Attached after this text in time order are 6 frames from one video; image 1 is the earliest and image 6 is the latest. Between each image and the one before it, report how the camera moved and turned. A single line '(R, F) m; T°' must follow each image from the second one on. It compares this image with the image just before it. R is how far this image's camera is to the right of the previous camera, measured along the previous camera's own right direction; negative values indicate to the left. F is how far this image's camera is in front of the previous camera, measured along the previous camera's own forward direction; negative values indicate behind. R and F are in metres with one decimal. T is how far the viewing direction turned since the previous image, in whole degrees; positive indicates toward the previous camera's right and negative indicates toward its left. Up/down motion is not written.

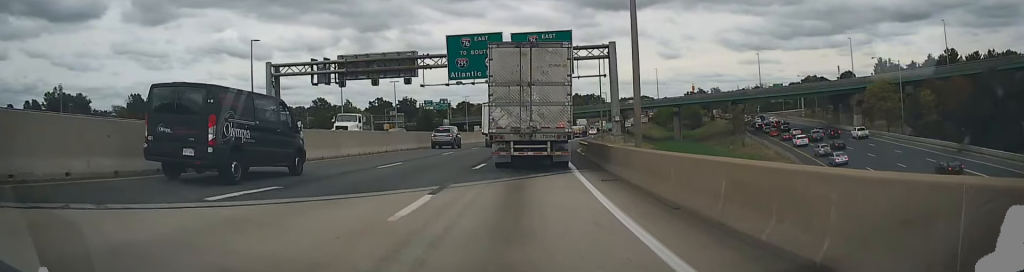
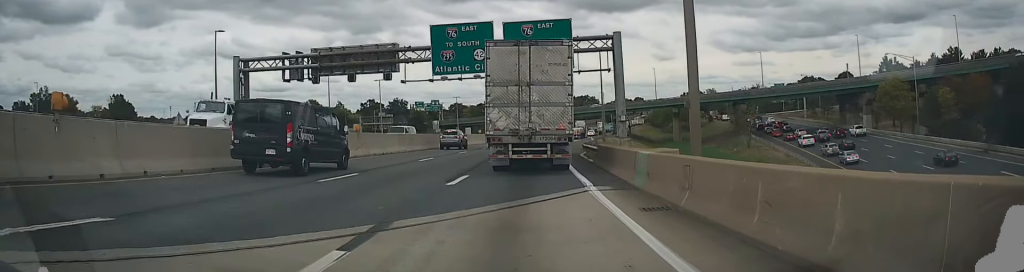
(+0.1, +5.9) m; +1°
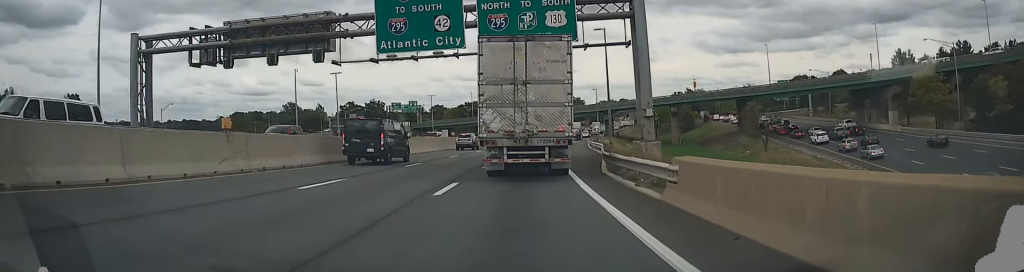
(+0.1, +14.1) m; +1°
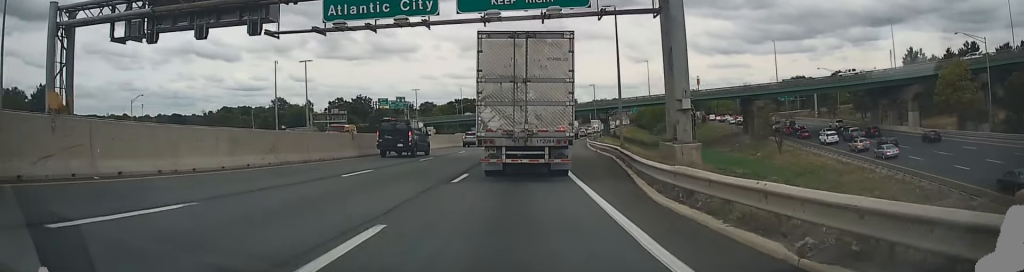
(0.0, +8.6) m; +1°
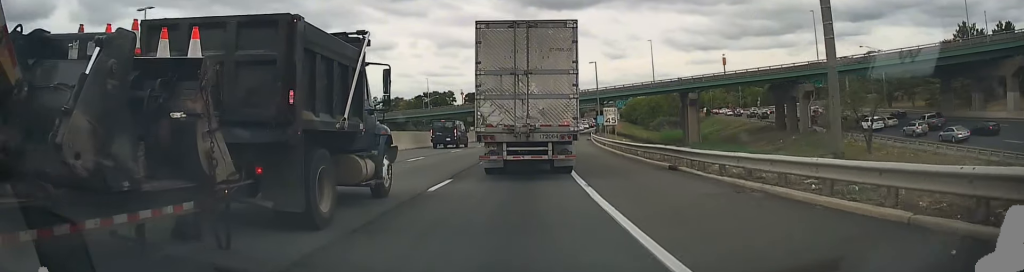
(+0.6, +27.9) m; +1°
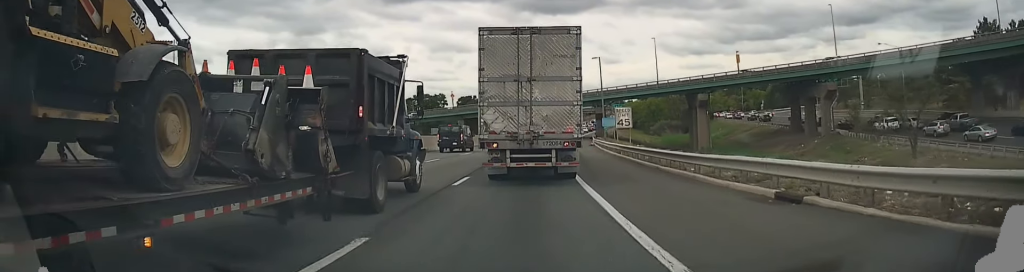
(0.0, +8.9) m; 0°
